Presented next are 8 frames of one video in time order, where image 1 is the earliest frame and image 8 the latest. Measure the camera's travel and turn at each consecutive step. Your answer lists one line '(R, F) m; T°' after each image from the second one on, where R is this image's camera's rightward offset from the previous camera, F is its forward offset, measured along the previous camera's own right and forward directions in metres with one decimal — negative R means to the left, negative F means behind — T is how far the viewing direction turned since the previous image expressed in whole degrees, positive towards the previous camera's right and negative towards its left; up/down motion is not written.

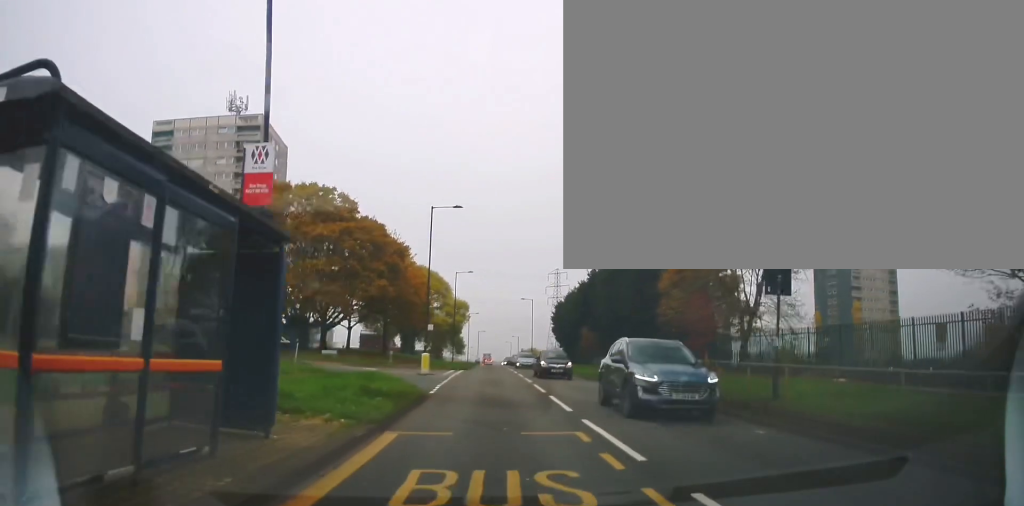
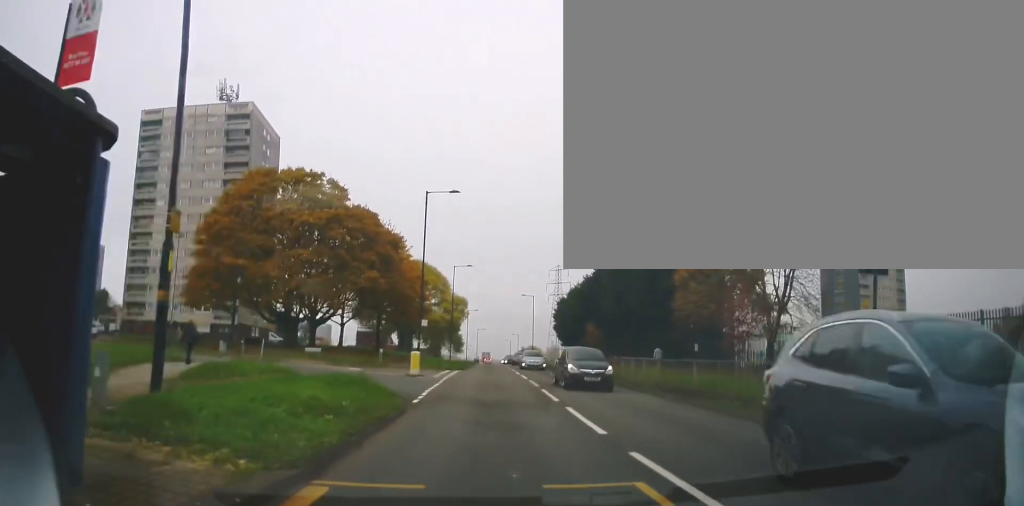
(0.0, +3.9) m; 0°
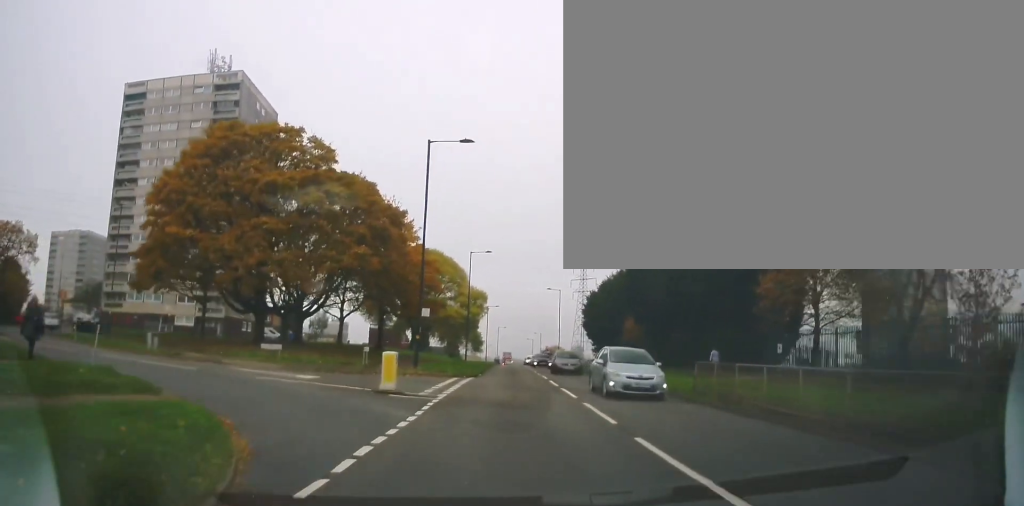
(+0.3, +10.9) m; +2°
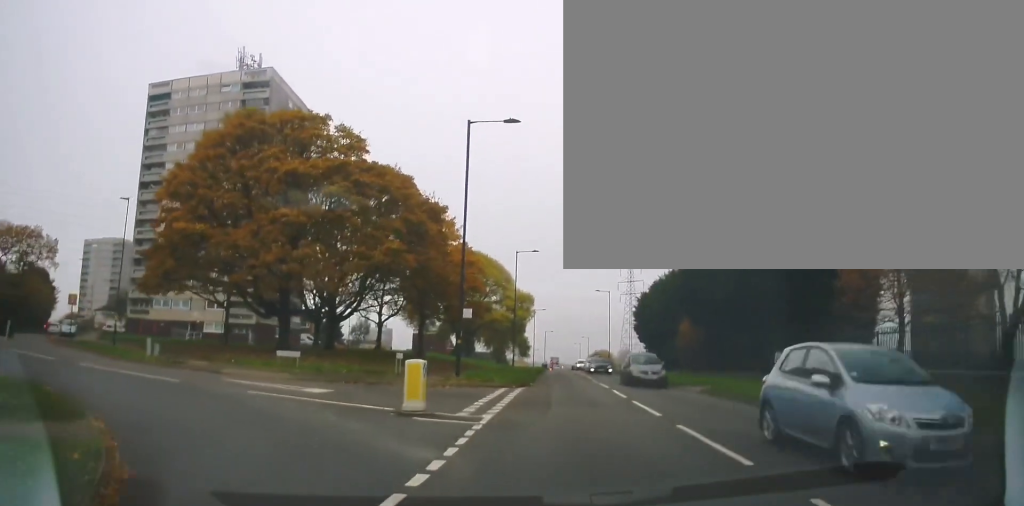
(+0.1, +3.9) m; -5°
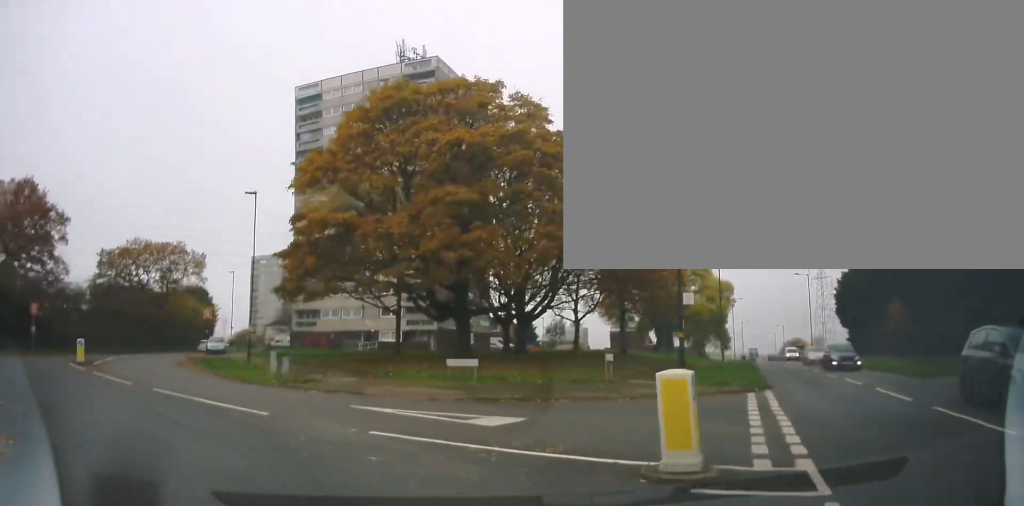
(-1.2, +5.5) m; -25°
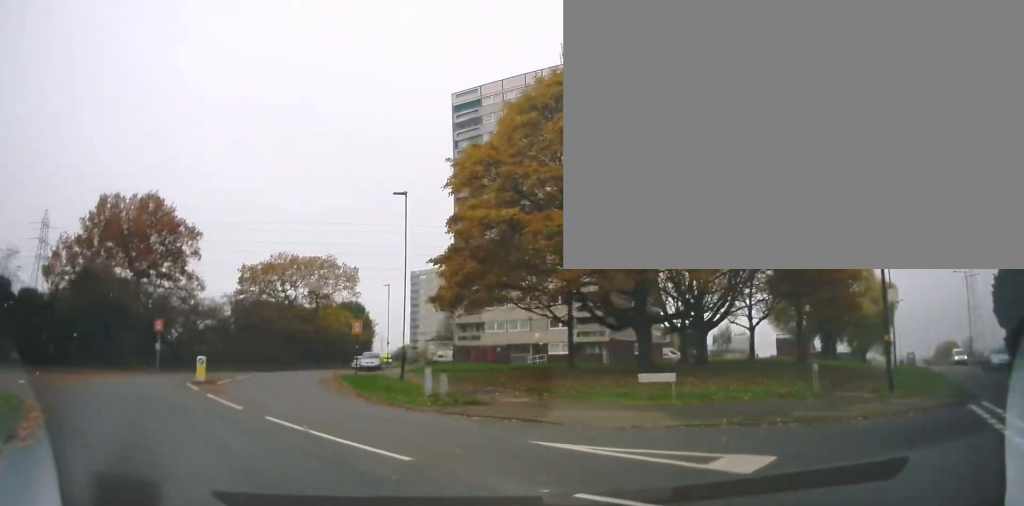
(-0.5, +3.1) m; -13°
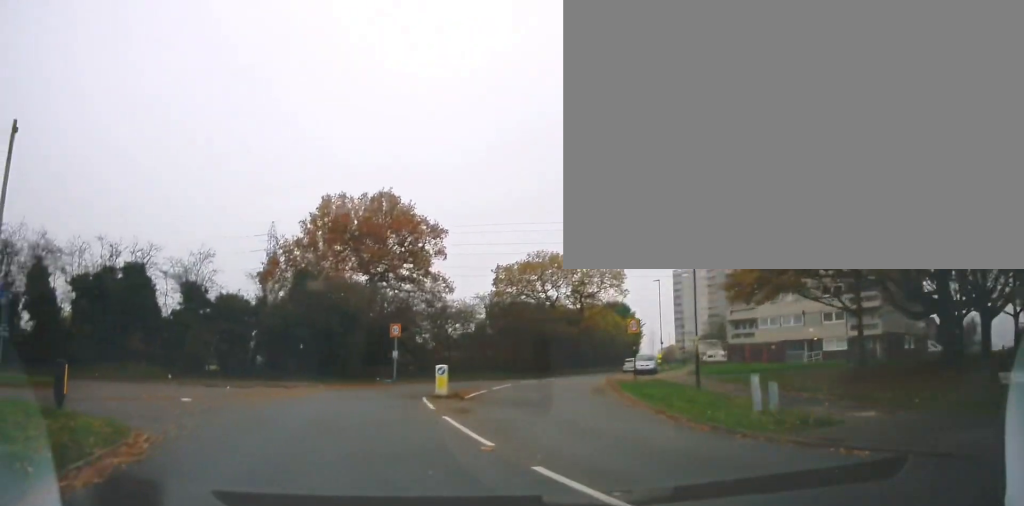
(-0.5, +4.5) m; -21°
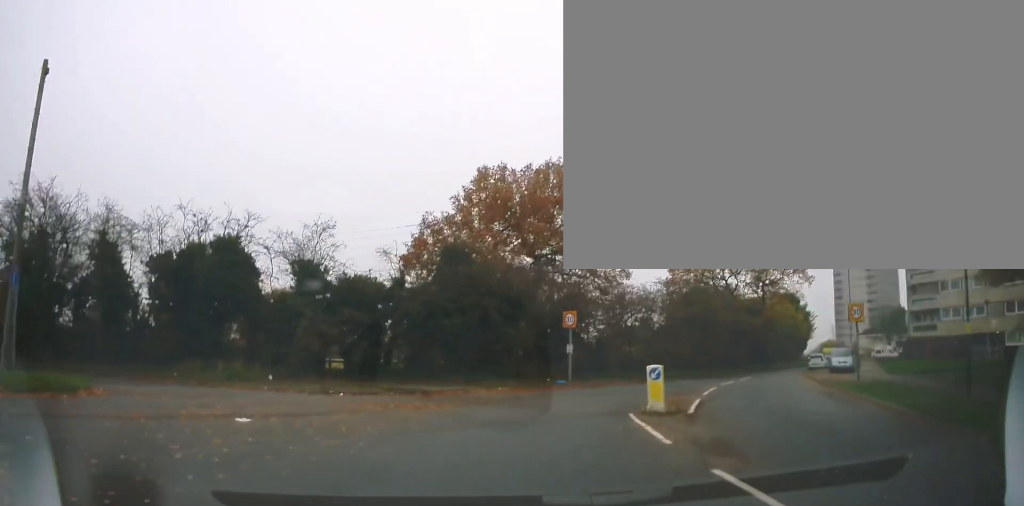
(-1.5, +5.8) m; -16°
